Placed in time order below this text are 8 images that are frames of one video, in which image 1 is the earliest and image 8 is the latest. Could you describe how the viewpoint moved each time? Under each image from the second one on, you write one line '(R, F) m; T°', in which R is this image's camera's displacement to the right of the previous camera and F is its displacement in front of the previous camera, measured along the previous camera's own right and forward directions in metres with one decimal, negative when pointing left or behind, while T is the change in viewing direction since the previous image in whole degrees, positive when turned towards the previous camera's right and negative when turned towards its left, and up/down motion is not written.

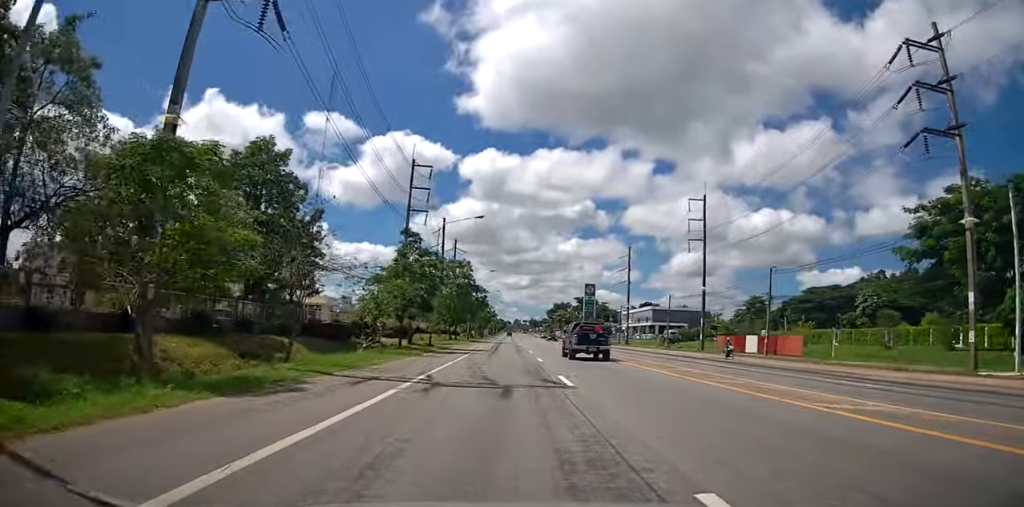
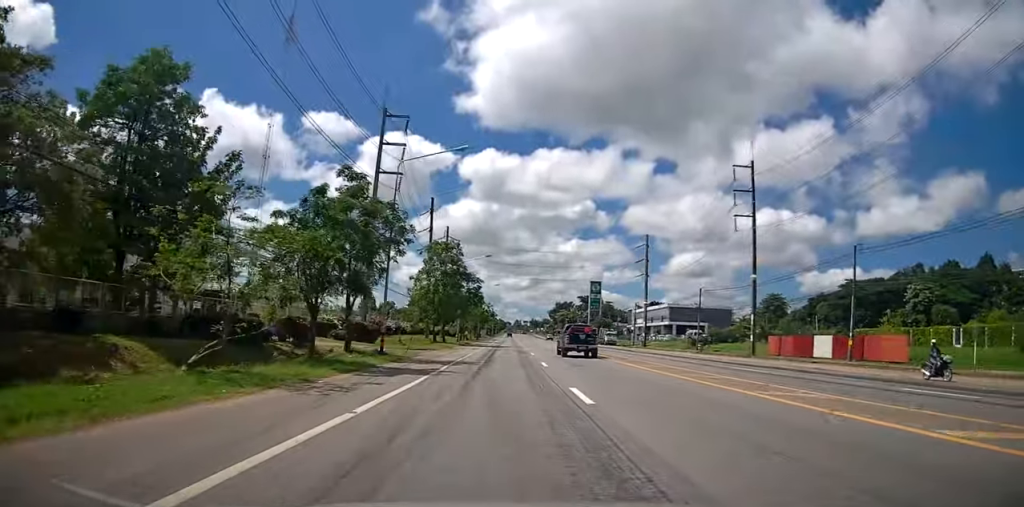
(0.0, +15.0) m; 0°
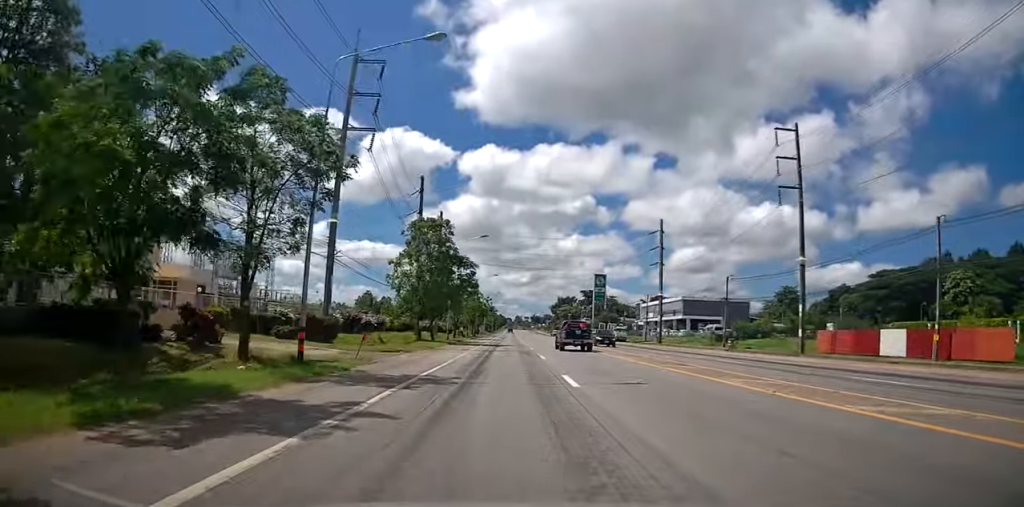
(0.0, +9.7) m; 0°
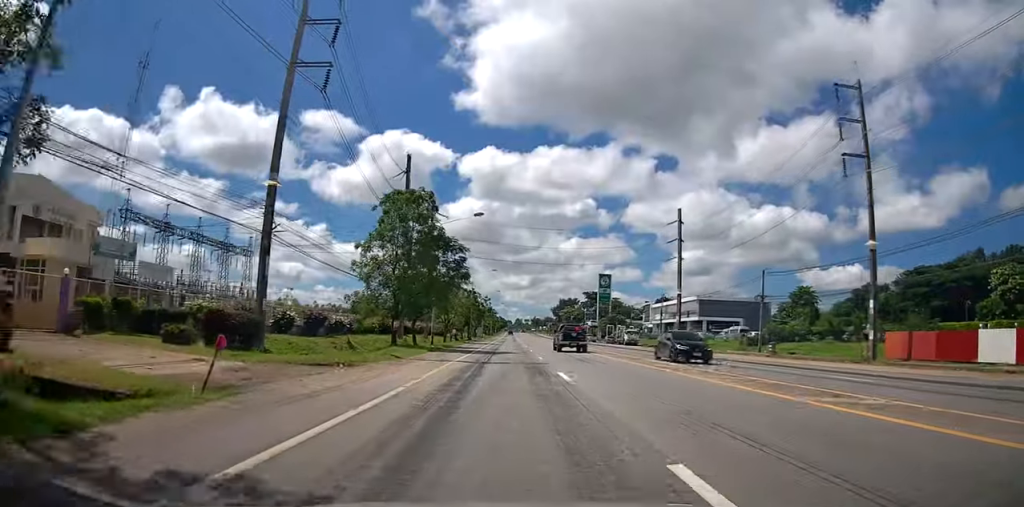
(0.0, +10.0) m; 0°
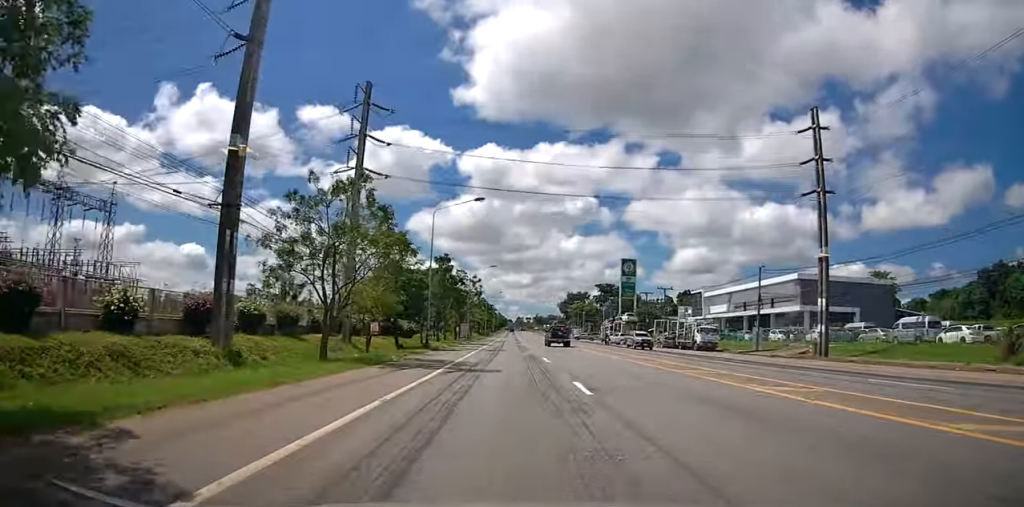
(-1.0, +39.0) m; -1°
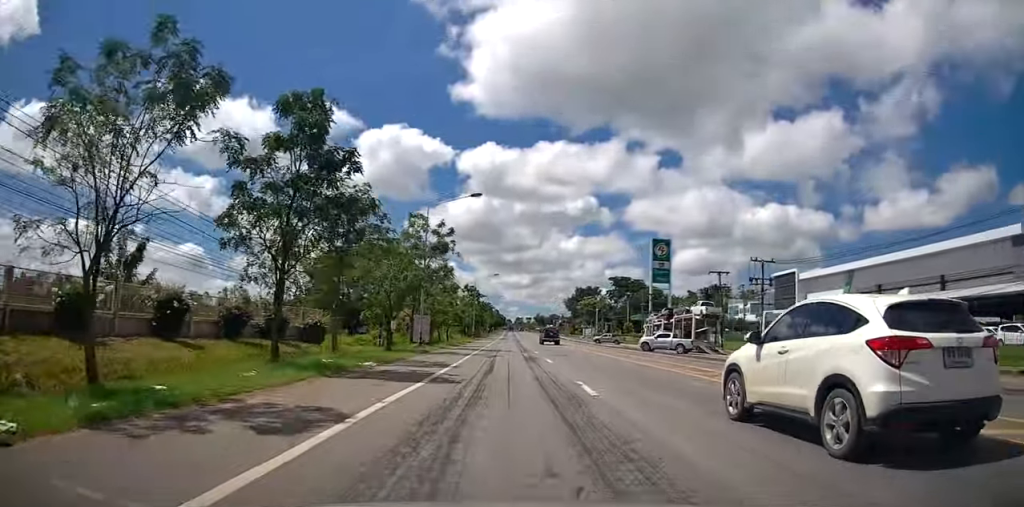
(+1.0, +36.4) m; +1°
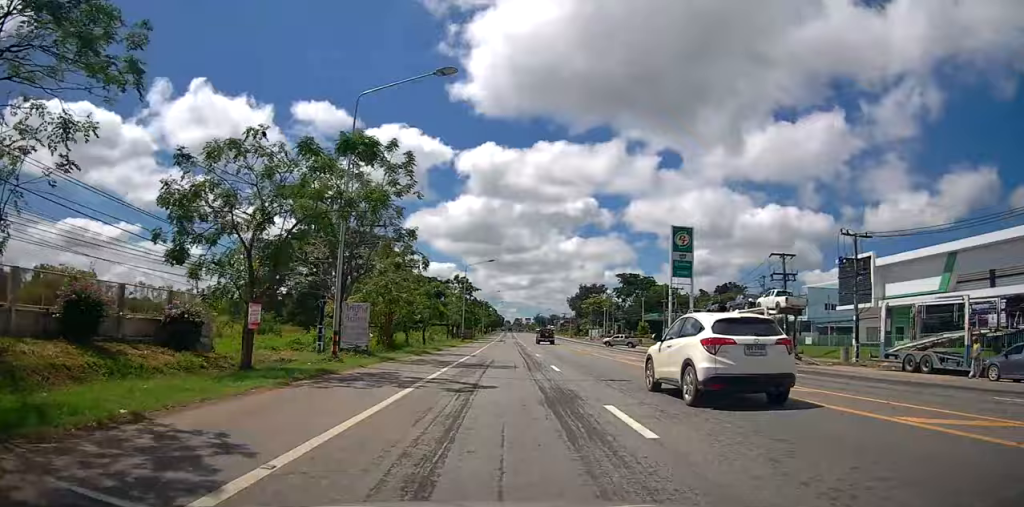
(0.0, +16.5) m; 0°
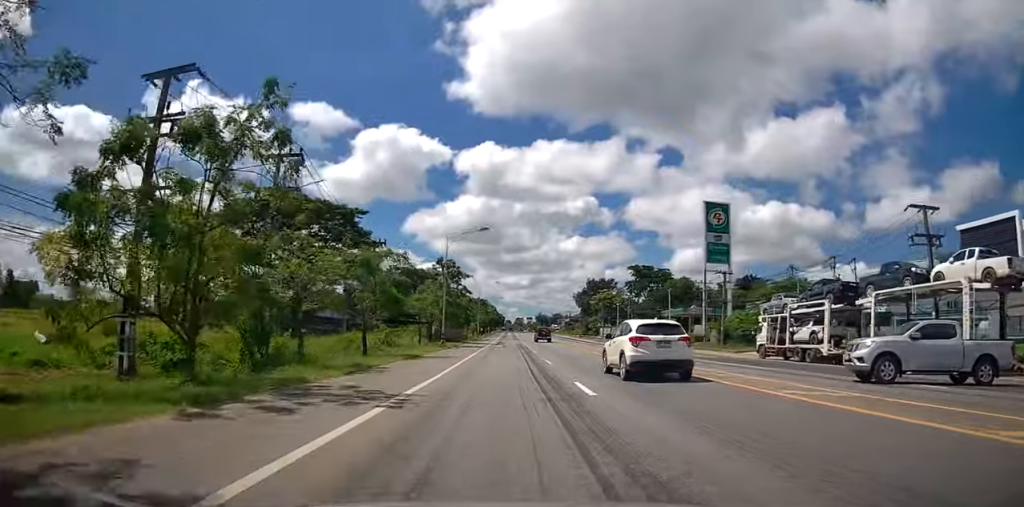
(+0.1, +19.5) m; 0°
